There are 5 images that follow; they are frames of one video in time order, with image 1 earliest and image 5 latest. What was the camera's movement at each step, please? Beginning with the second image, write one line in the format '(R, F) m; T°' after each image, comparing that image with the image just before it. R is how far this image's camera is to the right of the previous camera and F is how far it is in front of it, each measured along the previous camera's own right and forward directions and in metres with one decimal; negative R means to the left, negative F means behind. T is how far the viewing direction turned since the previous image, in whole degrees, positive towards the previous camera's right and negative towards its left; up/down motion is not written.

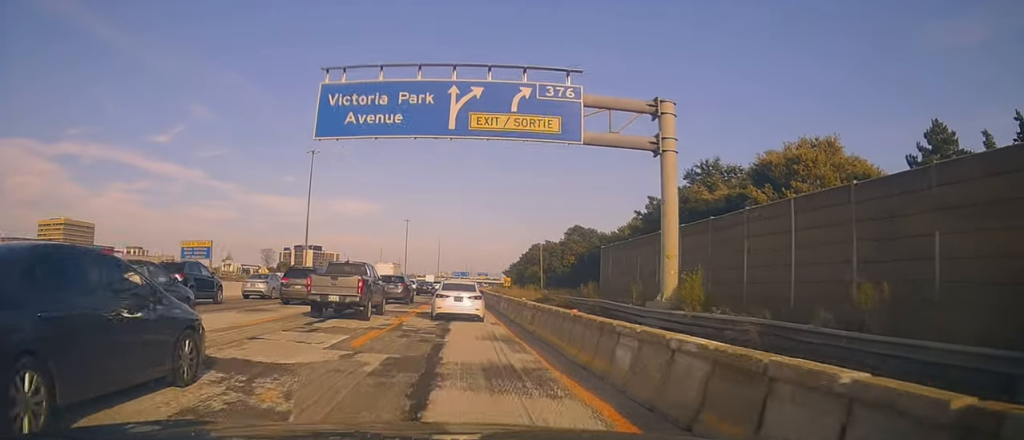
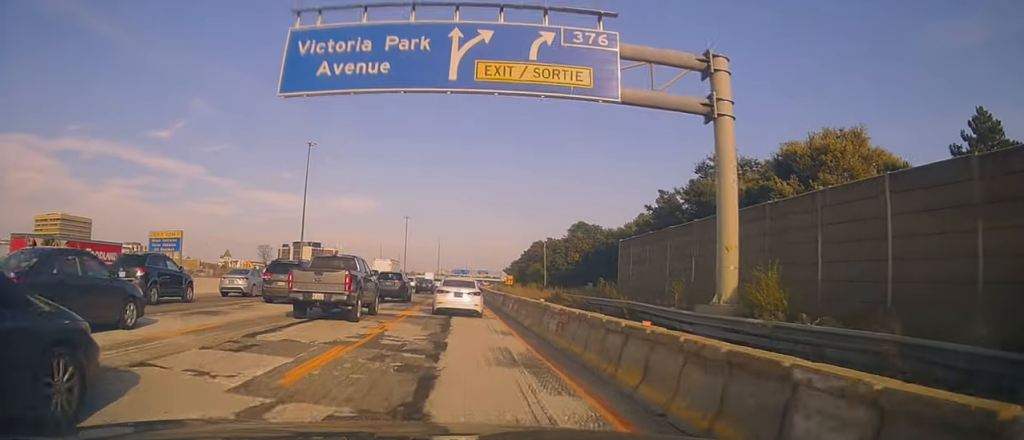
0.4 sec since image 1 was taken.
(0.0, +4.3) m; 0°
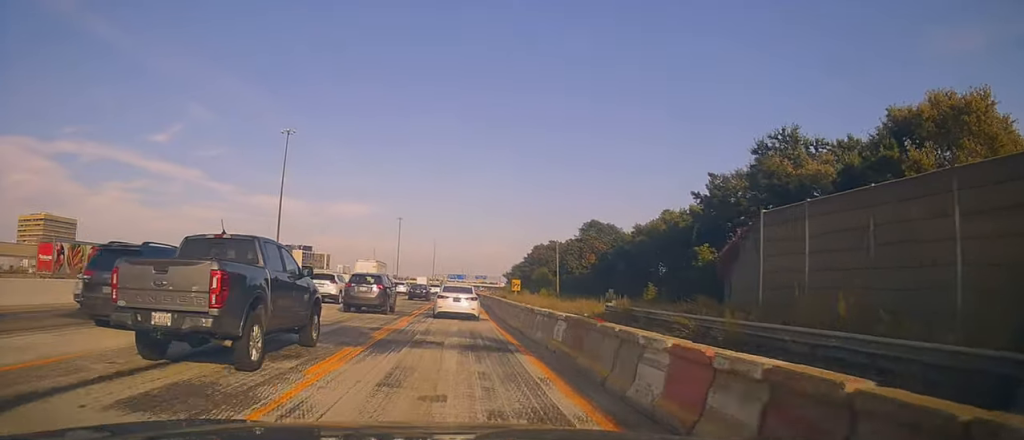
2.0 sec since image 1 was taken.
(0.0, +16.3) m; +1°
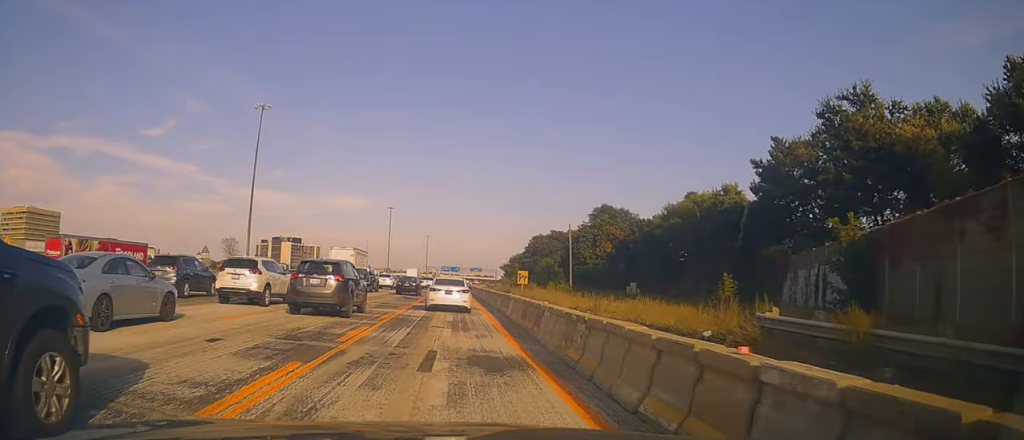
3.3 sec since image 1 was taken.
(+0.1, +14.0) m; +3°
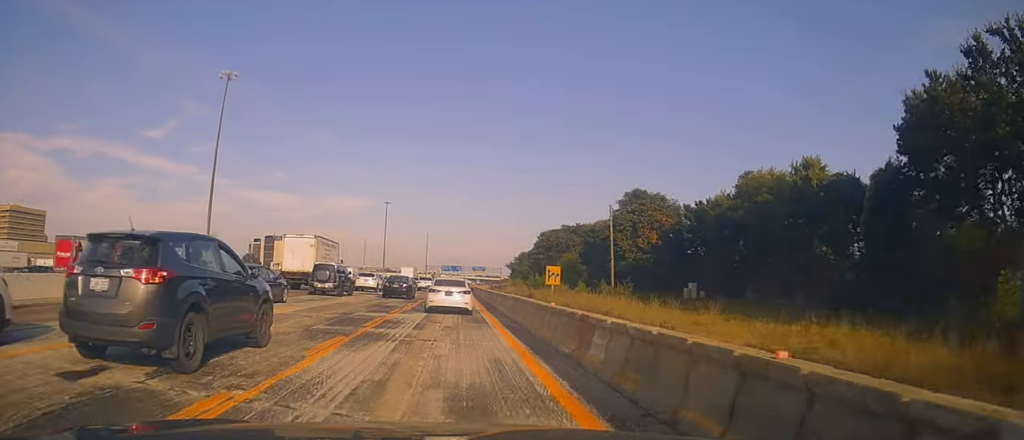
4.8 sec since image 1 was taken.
(+0.3, +19.4) m; -1°
